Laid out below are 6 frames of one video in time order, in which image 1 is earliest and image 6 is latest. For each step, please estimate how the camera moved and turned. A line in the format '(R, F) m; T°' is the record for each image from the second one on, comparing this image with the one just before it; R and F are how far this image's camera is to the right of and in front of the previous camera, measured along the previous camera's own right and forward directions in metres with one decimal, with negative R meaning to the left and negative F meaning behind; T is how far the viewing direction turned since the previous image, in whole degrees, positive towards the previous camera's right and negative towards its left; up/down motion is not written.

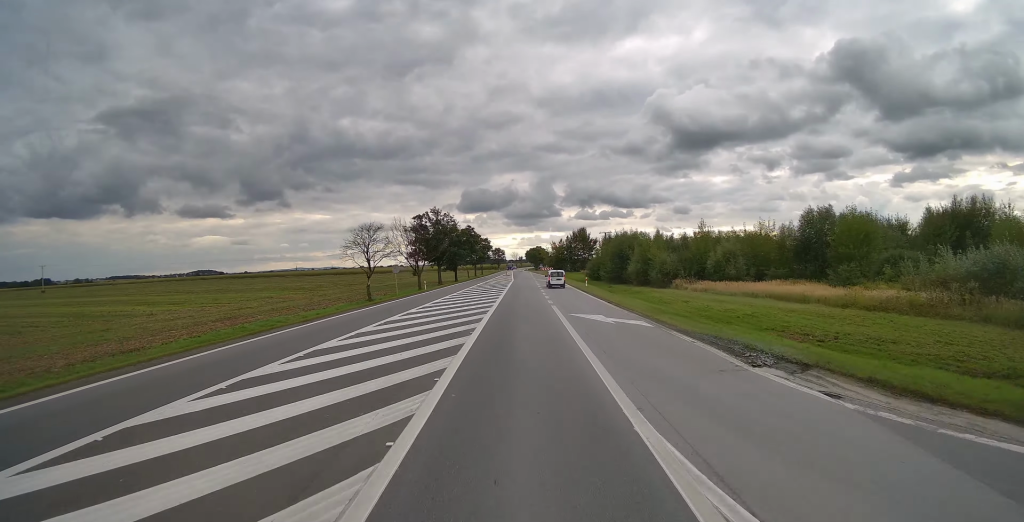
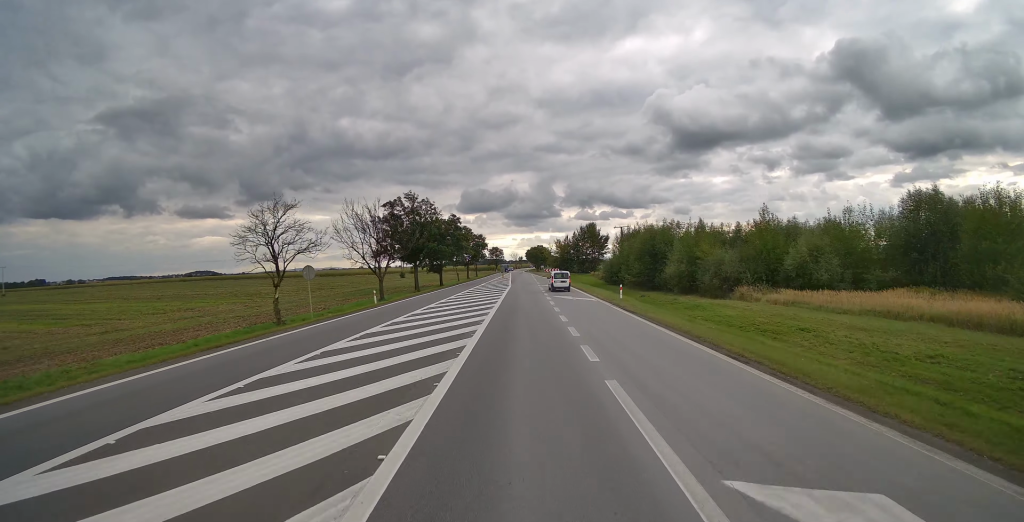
(0.0, +16.2) m; 0°
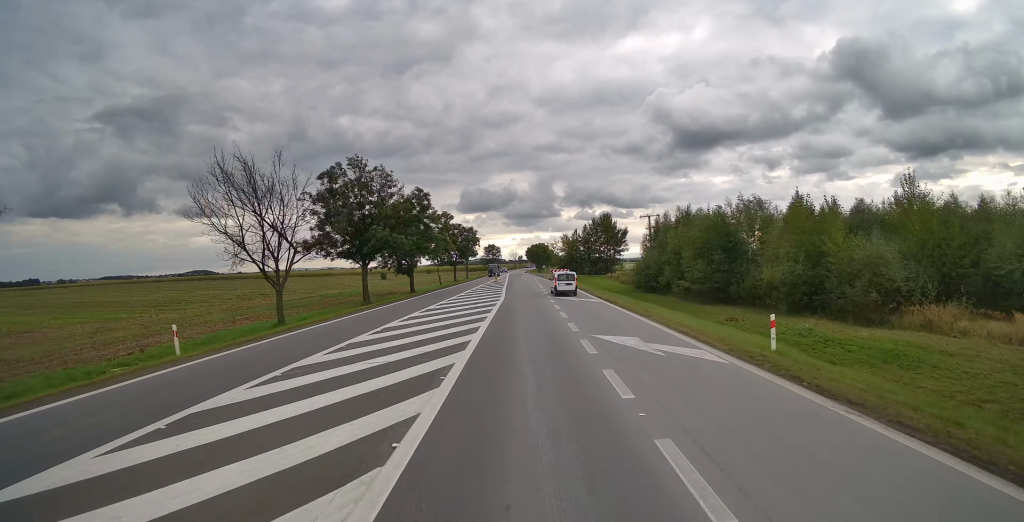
(0.0, +19.9) m; 0°
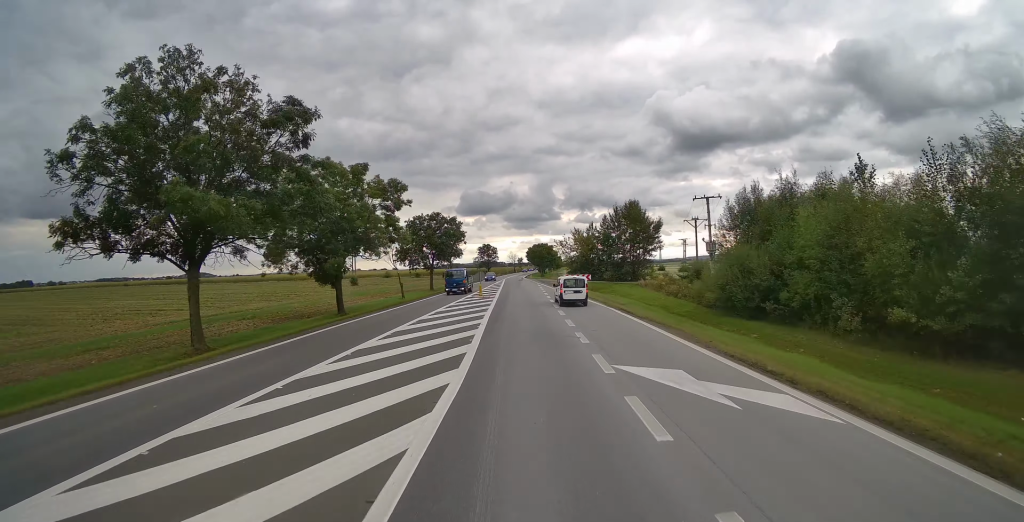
(+0.1, +21.9) m; 0°
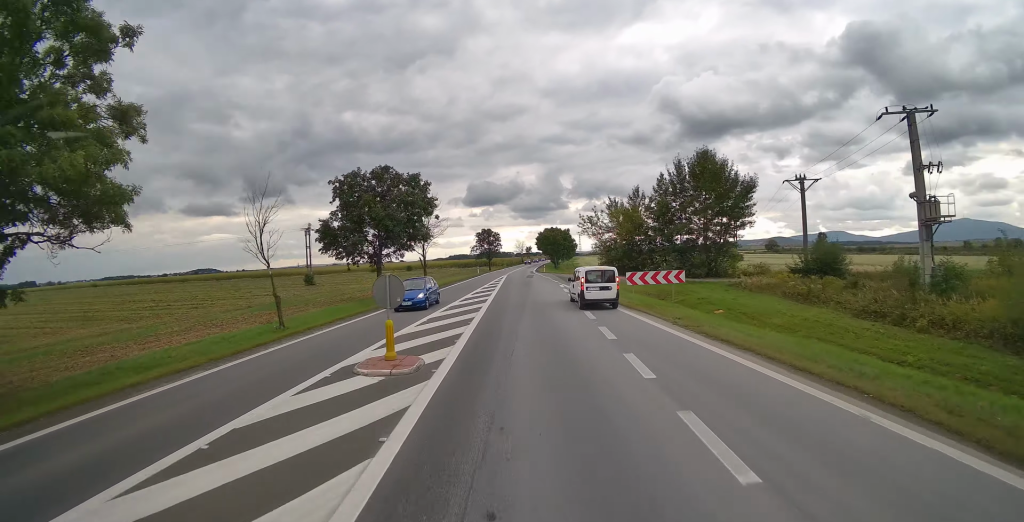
(-0.3, +25.5) m; -2°
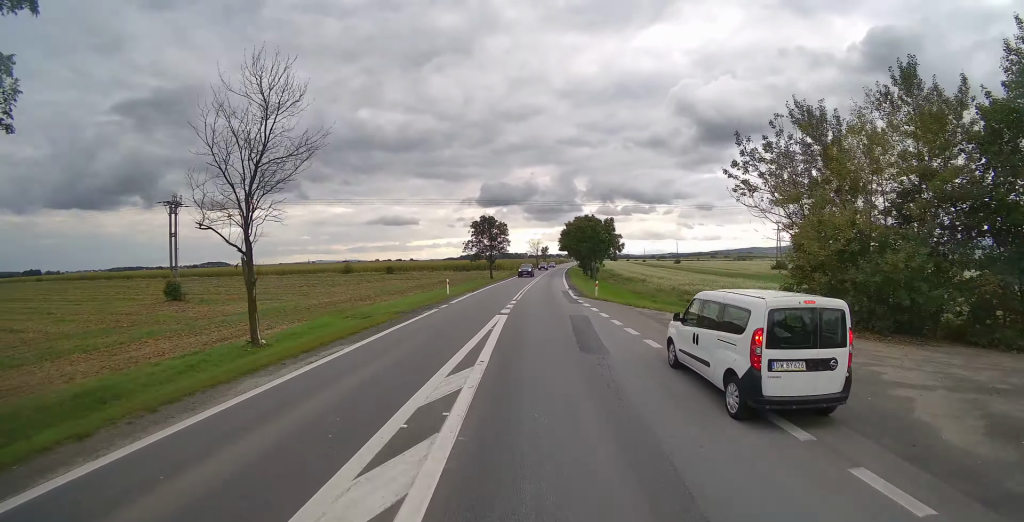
(-0.8, +36.5) m; -1°
